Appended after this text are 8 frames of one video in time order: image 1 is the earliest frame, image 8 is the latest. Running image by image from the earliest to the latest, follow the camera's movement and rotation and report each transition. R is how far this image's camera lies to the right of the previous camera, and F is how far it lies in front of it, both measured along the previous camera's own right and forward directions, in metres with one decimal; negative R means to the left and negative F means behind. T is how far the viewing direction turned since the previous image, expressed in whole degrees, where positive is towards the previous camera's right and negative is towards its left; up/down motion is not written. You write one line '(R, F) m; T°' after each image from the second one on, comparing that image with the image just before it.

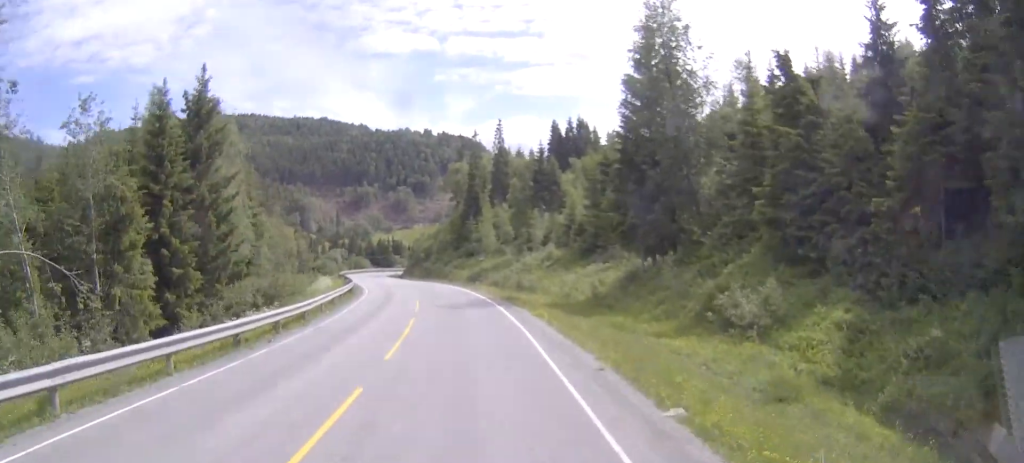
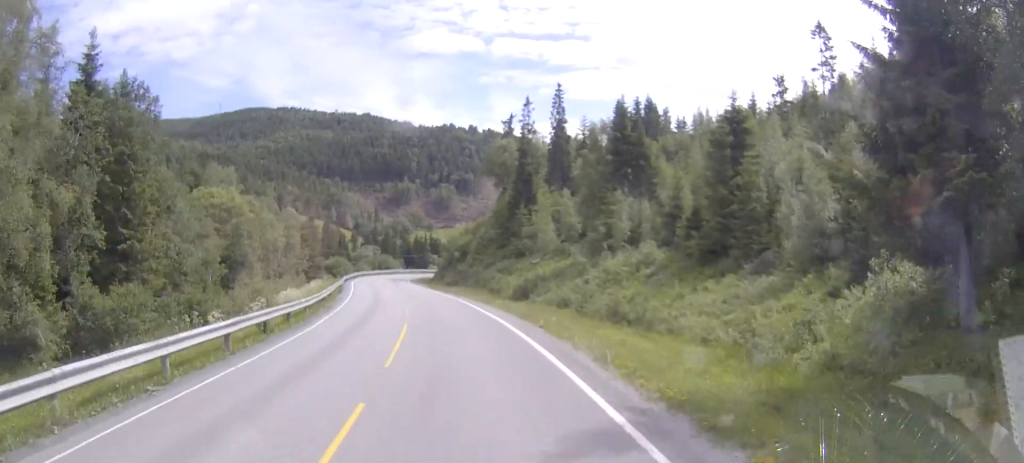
(-0.6, +24.4) m; -4°
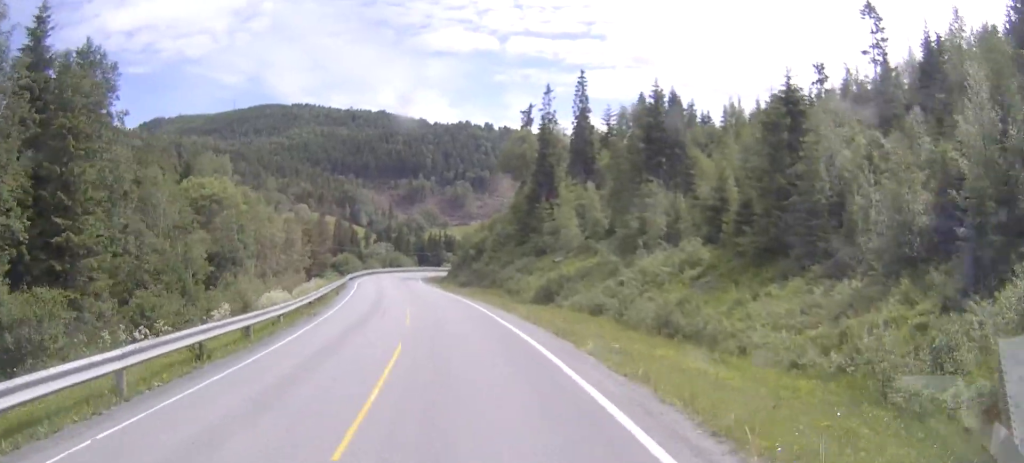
(-0.1, +6.3) m; -1°
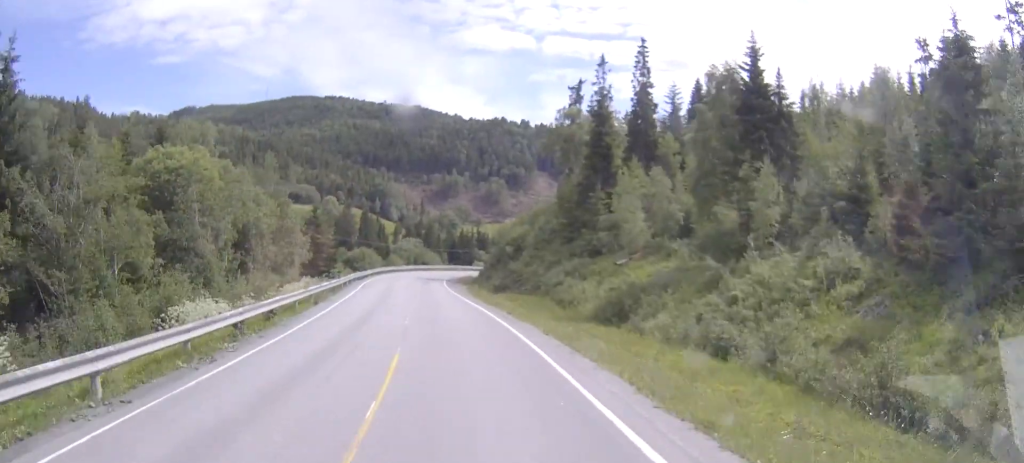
(-0.3, +12.8) m; -3°
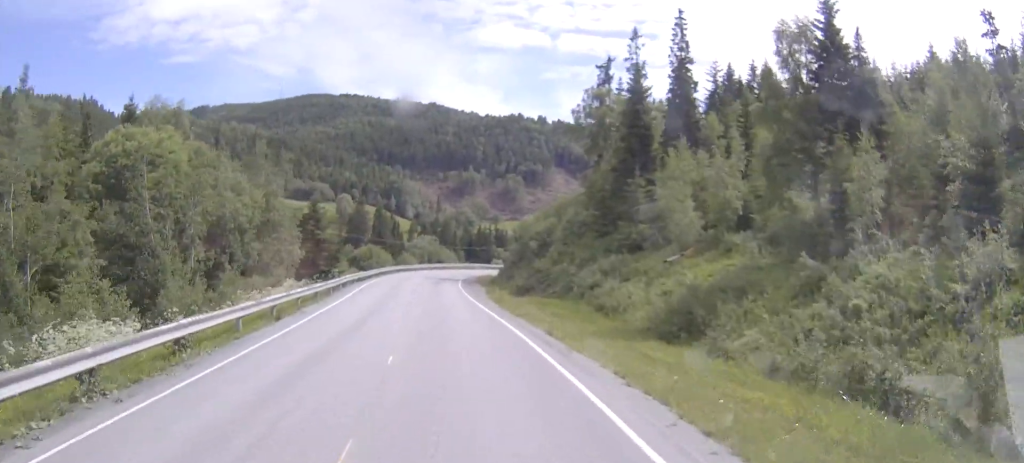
(-0.1, +8.3) m; -2°
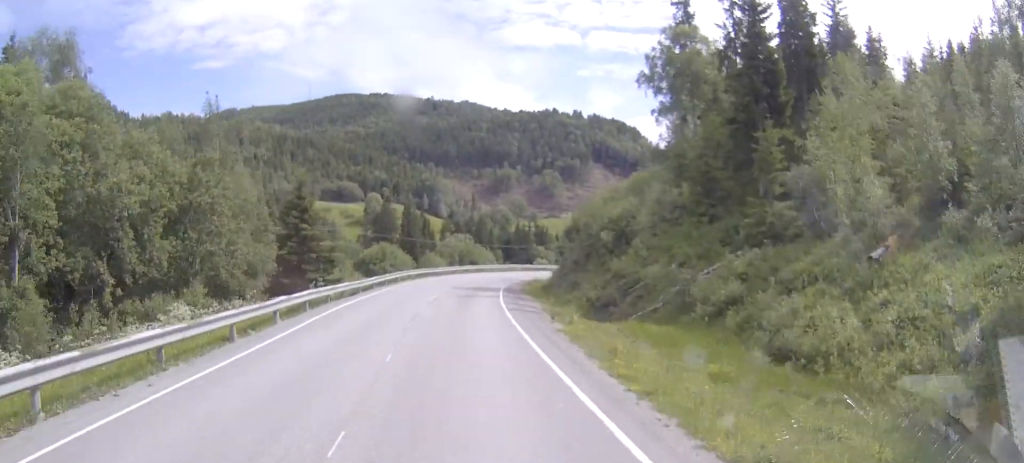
(-0.5, +17.5) m; -2°
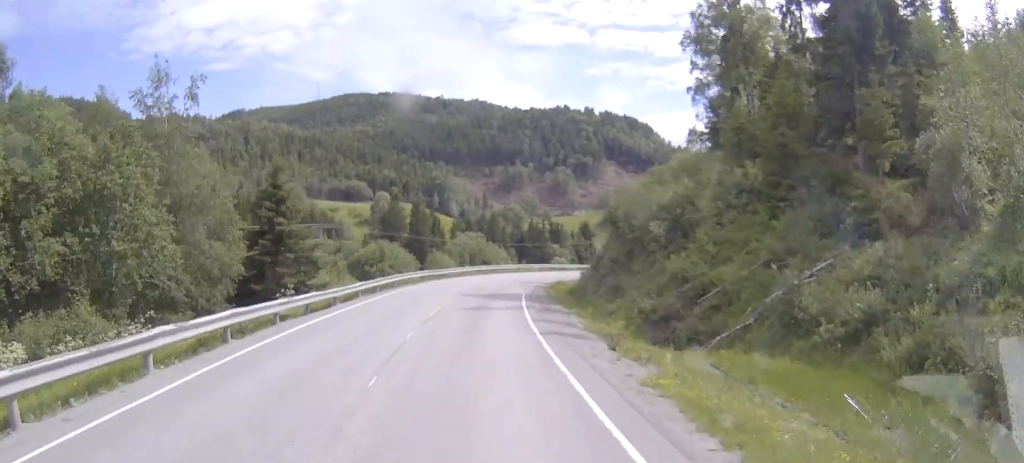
(-0.1, +9.1) m; 0°
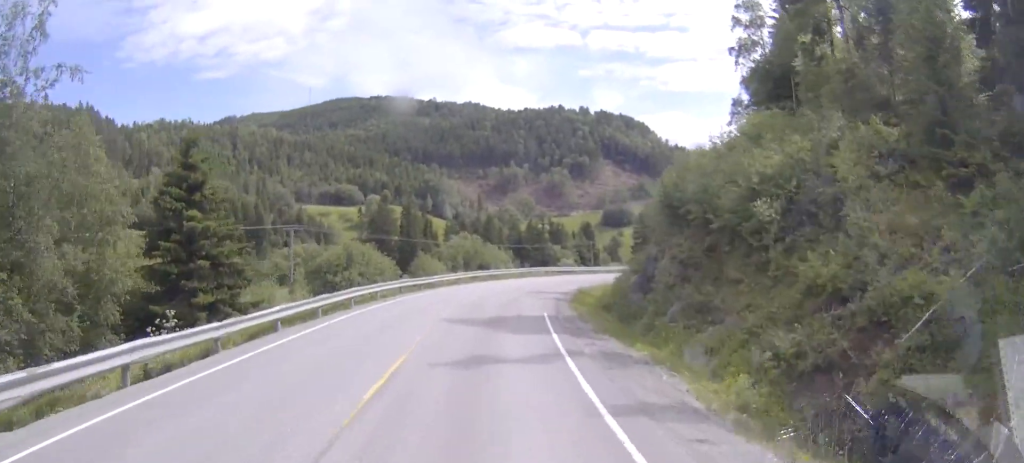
(+0.1, +12.3) m; +1°
